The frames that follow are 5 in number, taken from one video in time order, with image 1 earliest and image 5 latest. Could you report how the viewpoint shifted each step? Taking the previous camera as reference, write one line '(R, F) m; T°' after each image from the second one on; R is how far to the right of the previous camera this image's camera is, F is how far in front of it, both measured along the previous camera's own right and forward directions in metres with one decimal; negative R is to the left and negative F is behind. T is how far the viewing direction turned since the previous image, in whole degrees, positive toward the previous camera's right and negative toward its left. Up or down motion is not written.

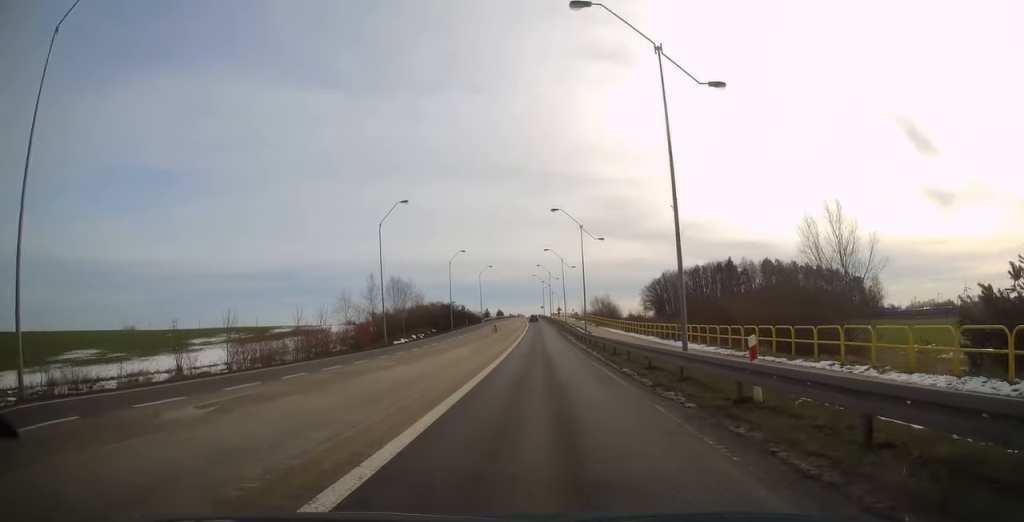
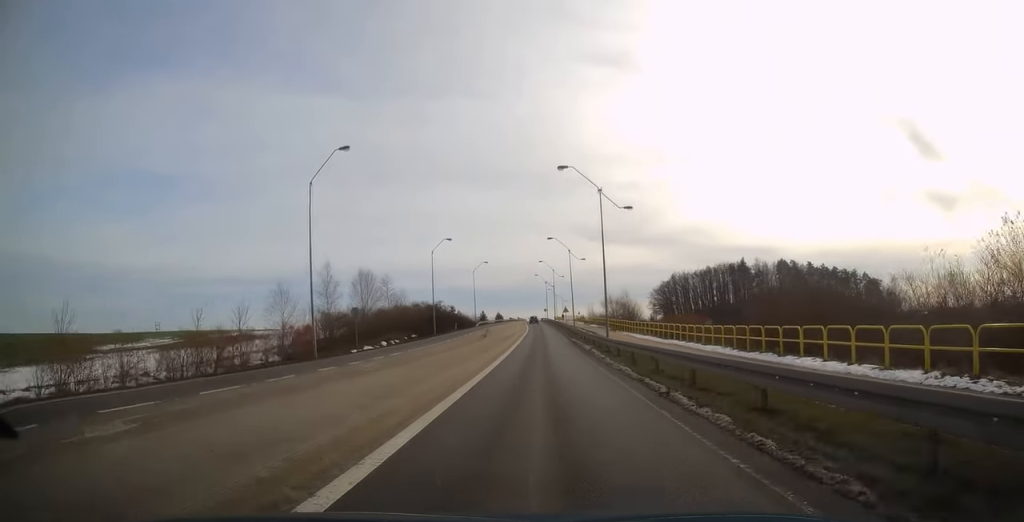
(0.0, +17.0) m; 0°
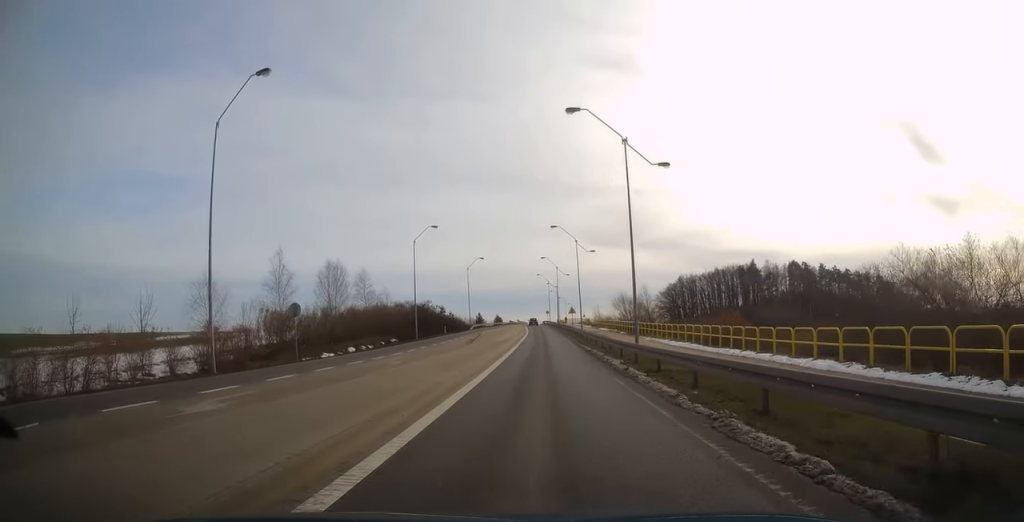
(0.0, +11.9) m; 0°
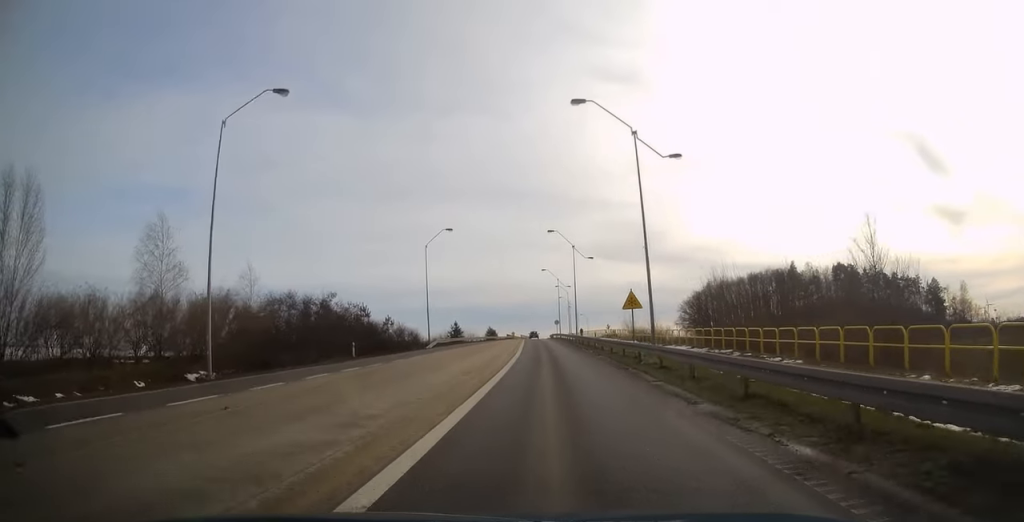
(-0.1, +41.8) m; -1°
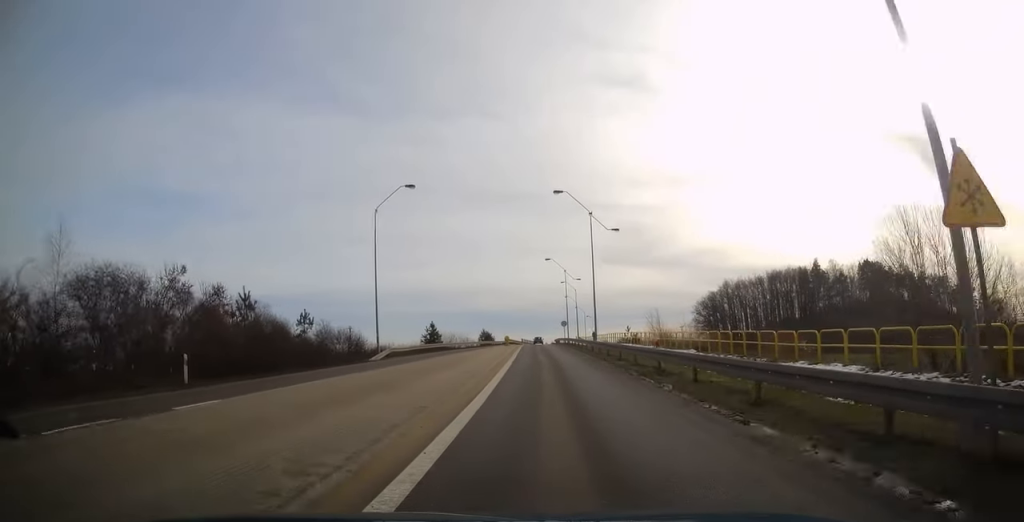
(-0.2, +20.3) m; 0°
